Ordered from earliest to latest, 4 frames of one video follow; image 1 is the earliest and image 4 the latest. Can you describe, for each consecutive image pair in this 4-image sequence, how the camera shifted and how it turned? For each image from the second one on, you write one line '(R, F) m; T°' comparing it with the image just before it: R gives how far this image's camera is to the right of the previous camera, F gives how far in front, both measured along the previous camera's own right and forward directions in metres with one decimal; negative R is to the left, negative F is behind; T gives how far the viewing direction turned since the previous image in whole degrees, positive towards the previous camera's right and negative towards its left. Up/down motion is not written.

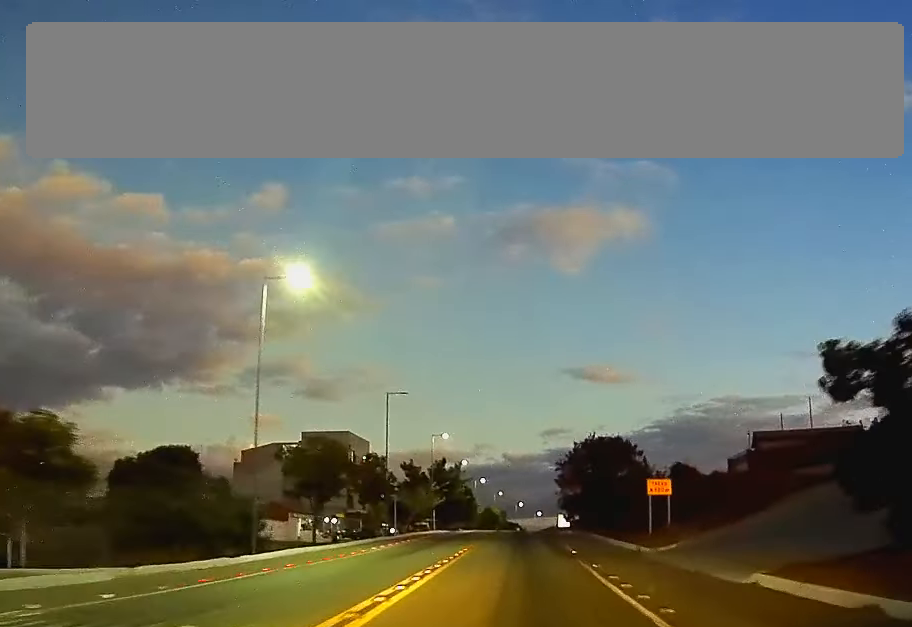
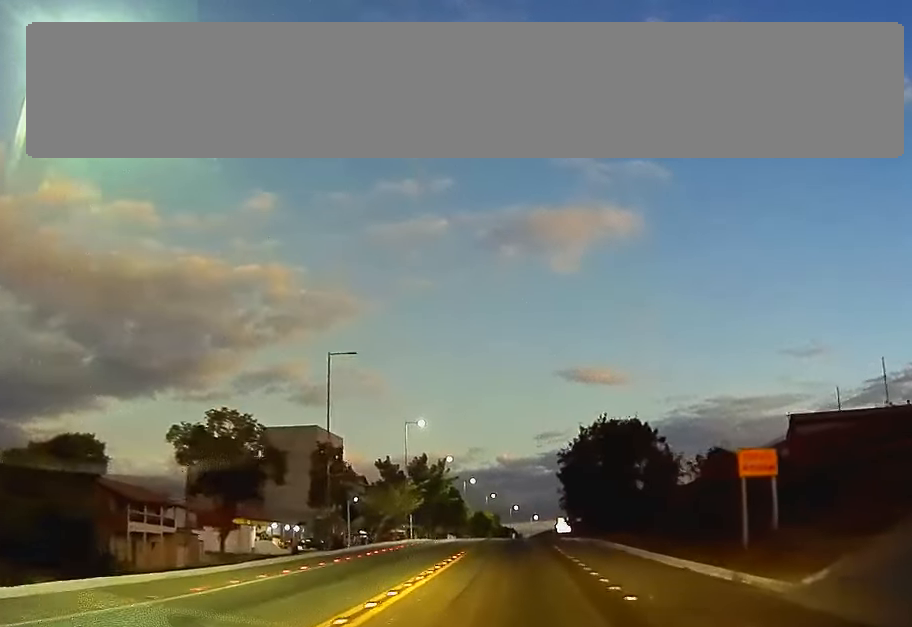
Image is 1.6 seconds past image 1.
(+0.1, +17.1) m; +1°
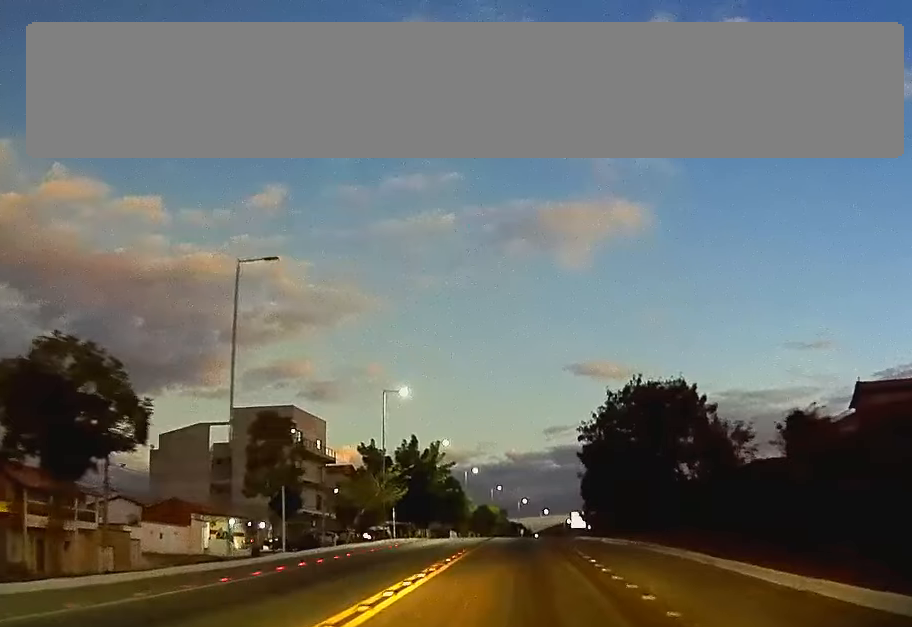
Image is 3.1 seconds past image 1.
(+0.1, +15.9) m; 0°
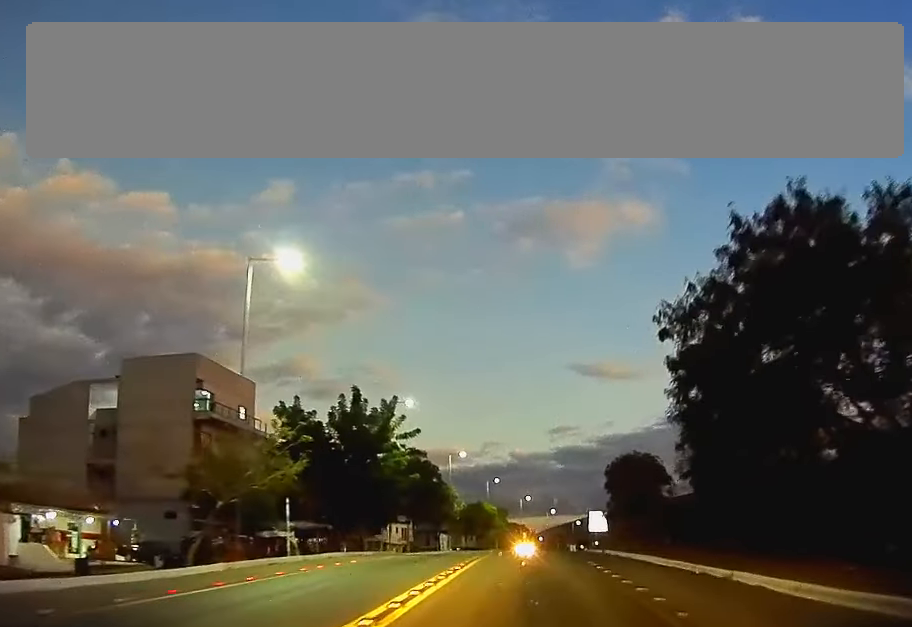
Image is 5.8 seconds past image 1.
(-0.5, +30.8) m; 0°
